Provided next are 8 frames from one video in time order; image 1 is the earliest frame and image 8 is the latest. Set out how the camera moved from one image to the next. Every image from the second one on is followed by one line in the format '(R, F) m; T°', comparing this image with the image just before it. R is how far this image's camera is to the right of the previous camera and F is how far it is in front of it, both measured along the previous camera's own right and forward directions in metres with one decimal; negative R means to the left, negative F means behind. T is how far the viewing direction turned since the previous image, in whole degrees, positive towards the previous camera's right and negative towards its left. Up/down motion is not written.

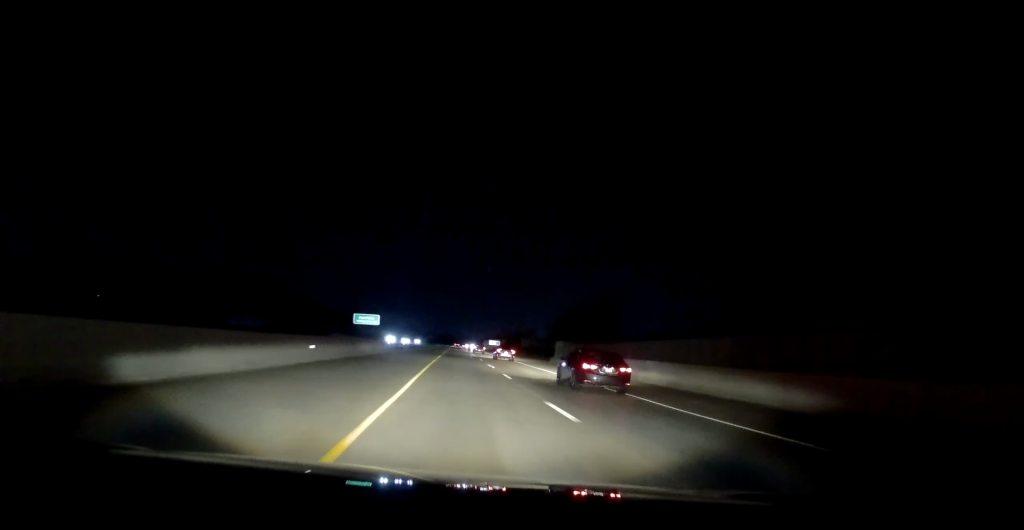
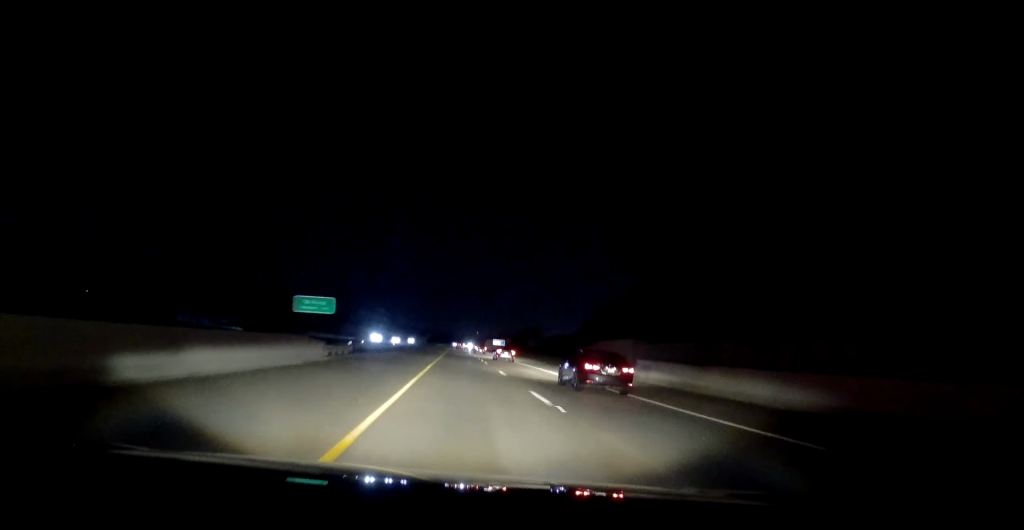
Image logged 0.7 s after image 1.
(+0.1, +21.3) m; 0°
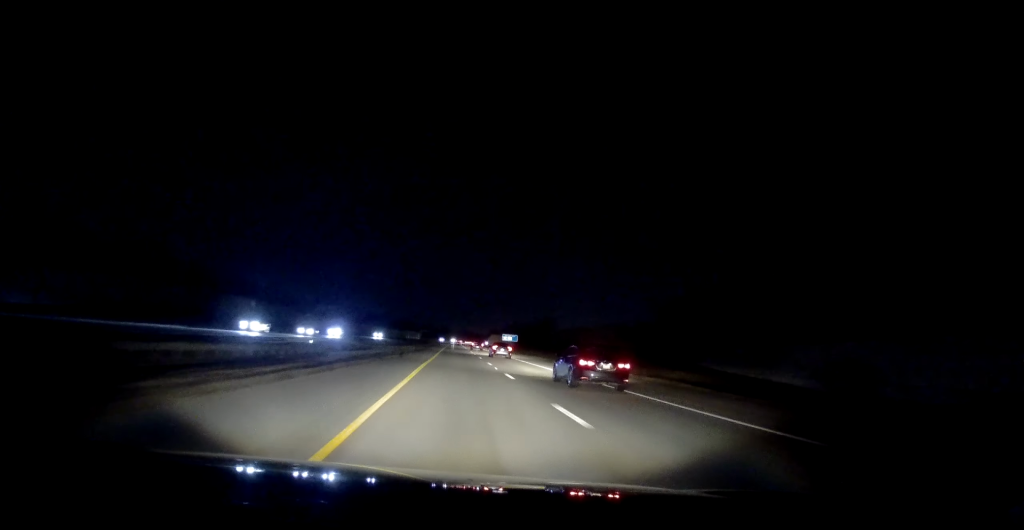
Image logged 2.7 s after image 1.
(+0.8, +56.1) m; +1°
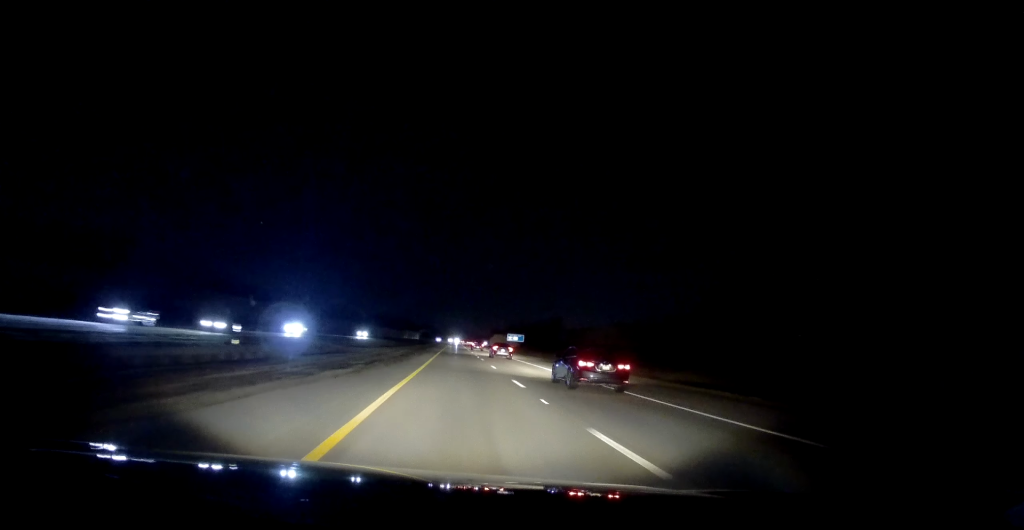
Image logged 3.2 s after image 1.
(-0.5, +16.4) m; -1°
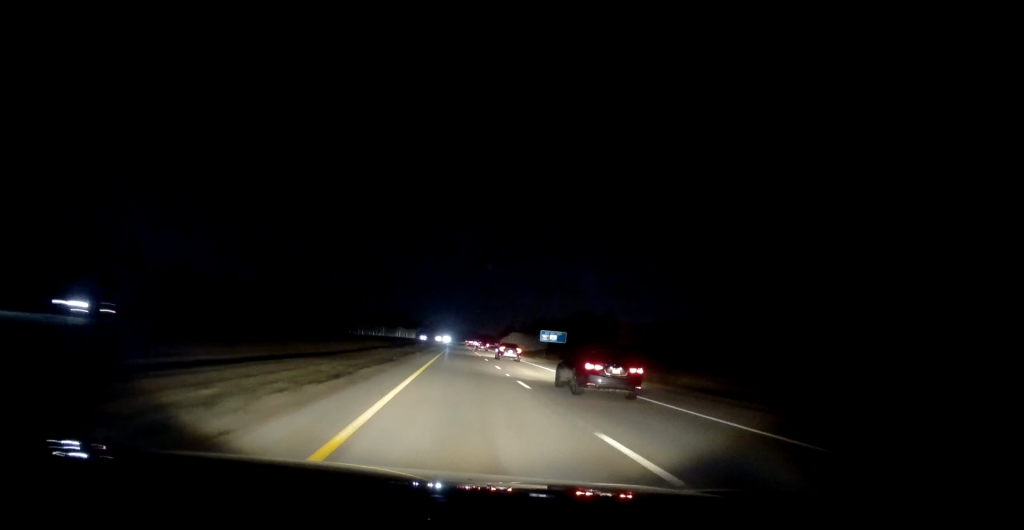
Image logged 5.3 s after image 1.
(-0.3, +60.3) m; 0°
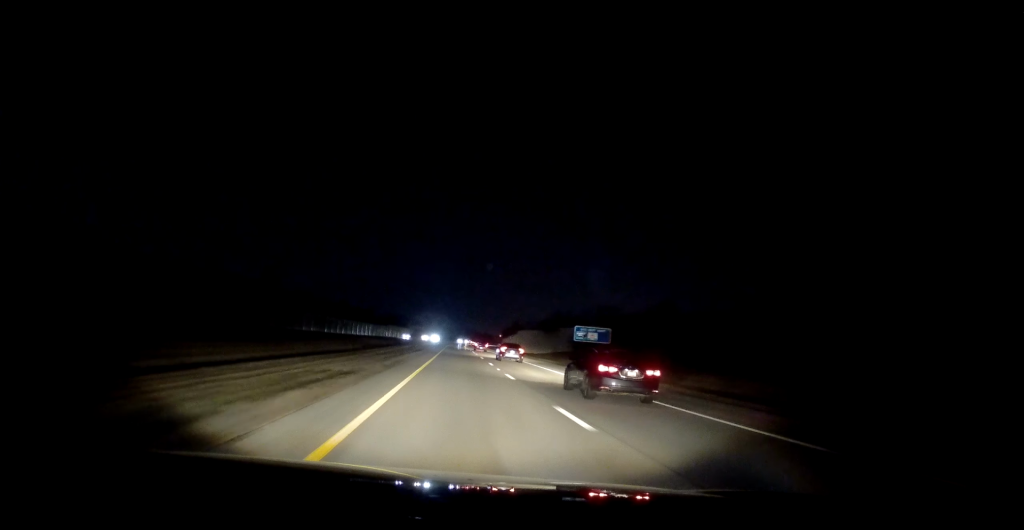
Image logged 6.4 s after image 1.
(+0.4, +32.3) m; +1°
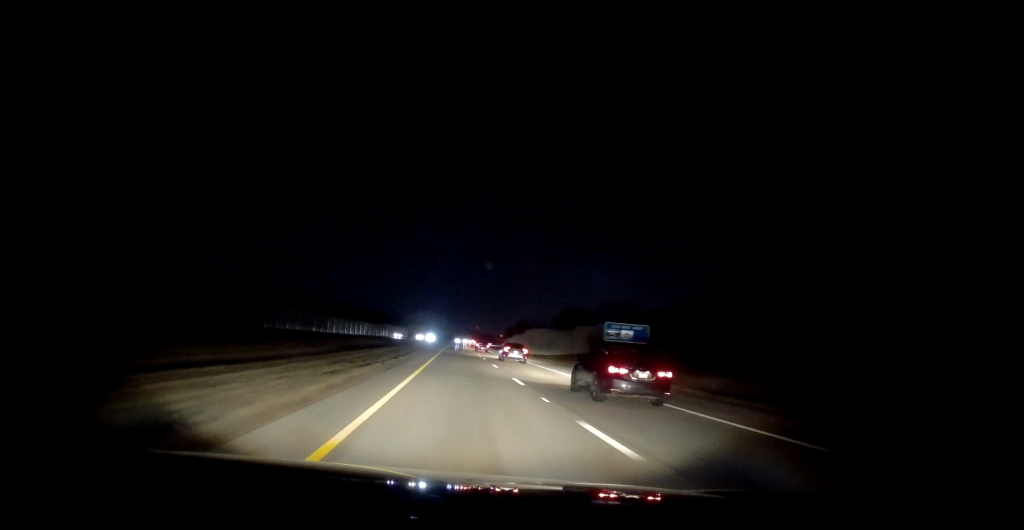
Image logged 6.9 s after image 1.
(0.0, +14.7) m; 0°
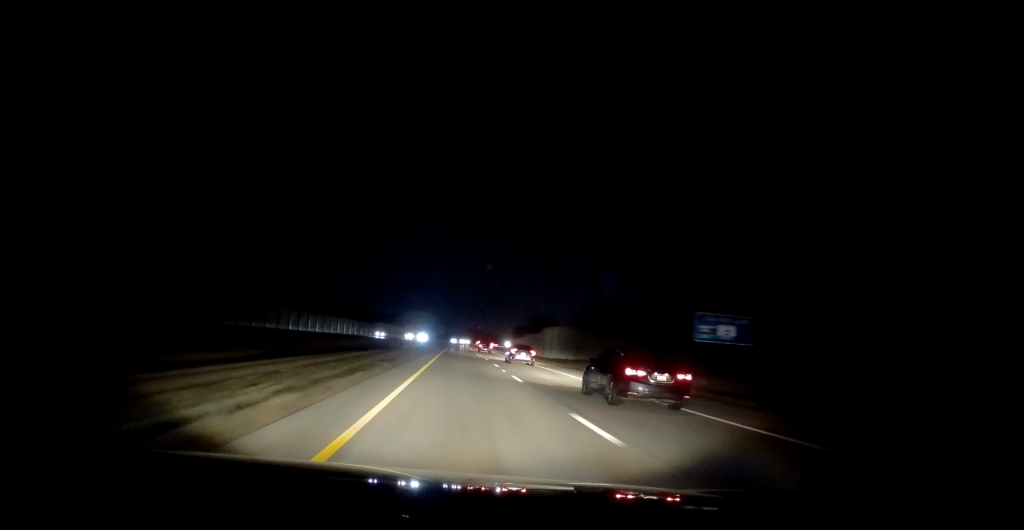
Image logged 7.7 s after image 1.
(0.0, +22.5) m; 0°
